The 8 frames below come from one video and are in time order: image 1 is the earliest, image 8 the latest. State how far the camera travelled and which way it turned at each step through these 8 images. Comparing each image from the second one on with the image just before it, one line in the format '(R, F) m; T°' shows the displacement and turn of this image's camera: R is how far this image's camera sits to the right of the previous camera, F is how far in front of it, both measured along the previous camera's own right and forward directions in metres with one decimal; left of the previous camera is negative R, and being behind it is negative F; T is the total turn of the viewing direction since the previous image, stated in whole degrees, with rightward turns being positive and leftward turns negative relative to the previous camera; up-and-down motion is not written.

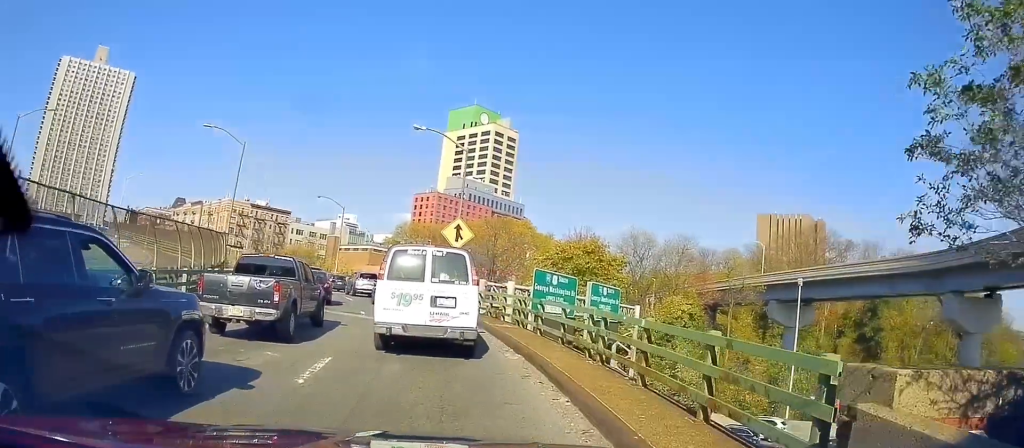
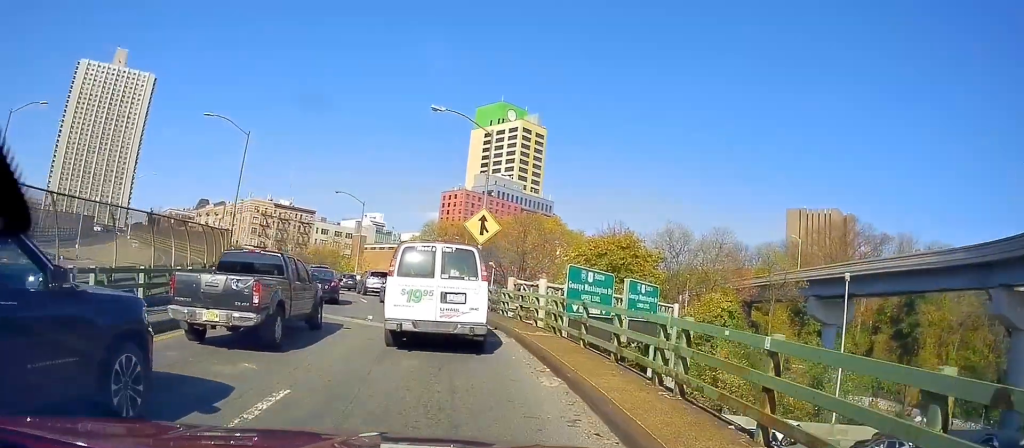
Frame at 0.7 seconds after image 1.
(-0.2, +2.5) m; -7°
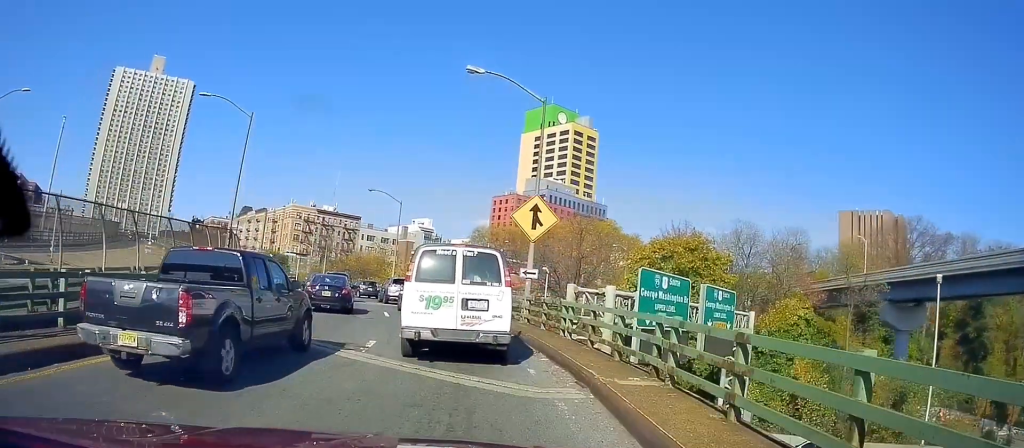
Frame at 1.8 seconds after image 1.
(-0.5, +5.3) m; -6°
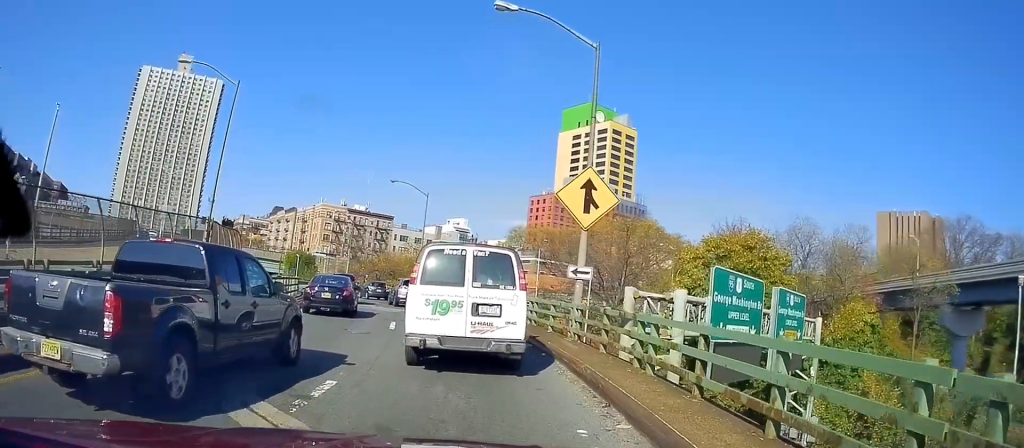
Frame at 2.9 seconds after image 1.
(-0.1, +5.7) m; -1°
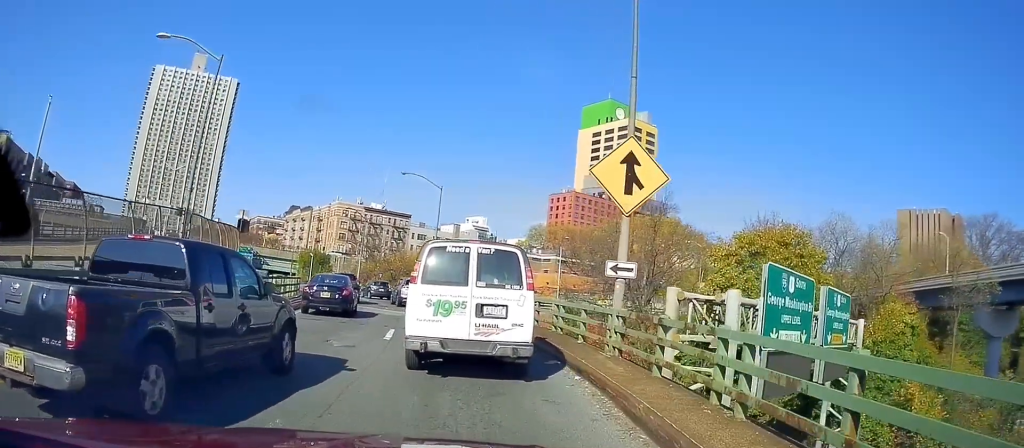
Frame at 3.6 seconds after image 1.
(0.0, +3.7) m; 0°
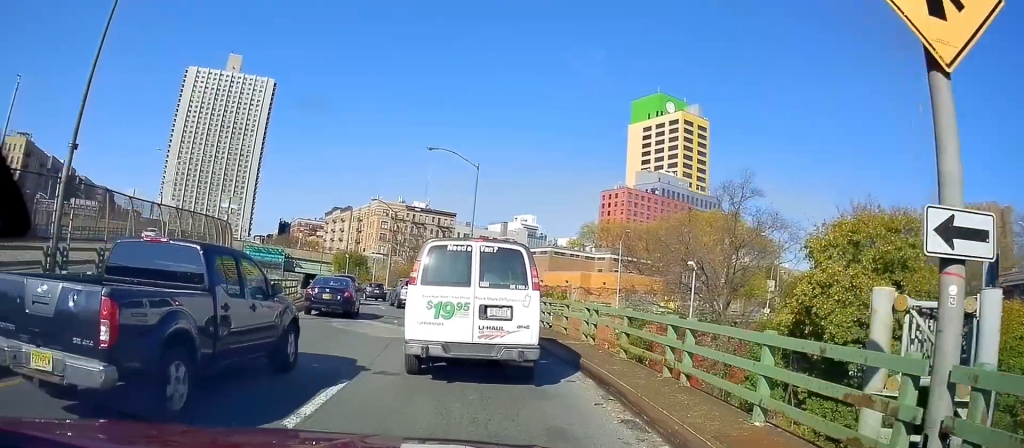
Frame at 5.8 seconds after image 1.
(+0.1, +10.2) m; -5°
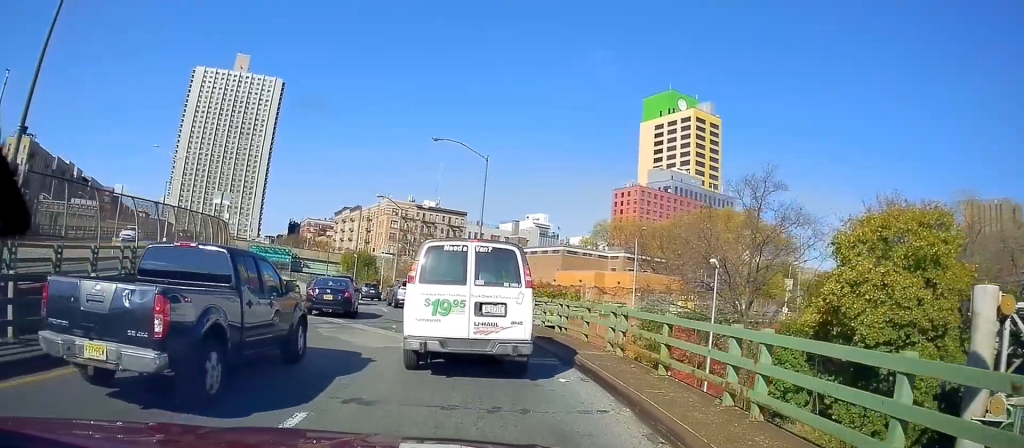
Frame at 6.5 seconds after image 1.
(-0.1, +2.5) m; -4°
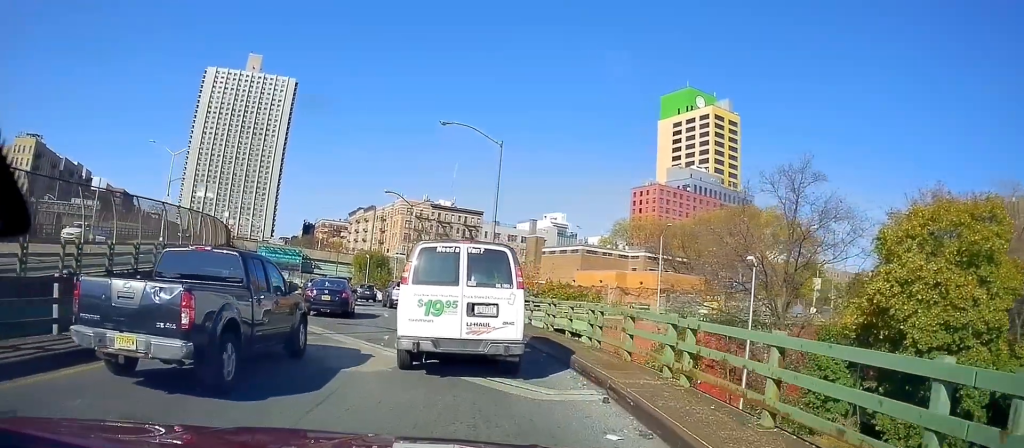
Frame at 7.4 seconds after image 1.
(-0.2, +3.0) m; -1°
